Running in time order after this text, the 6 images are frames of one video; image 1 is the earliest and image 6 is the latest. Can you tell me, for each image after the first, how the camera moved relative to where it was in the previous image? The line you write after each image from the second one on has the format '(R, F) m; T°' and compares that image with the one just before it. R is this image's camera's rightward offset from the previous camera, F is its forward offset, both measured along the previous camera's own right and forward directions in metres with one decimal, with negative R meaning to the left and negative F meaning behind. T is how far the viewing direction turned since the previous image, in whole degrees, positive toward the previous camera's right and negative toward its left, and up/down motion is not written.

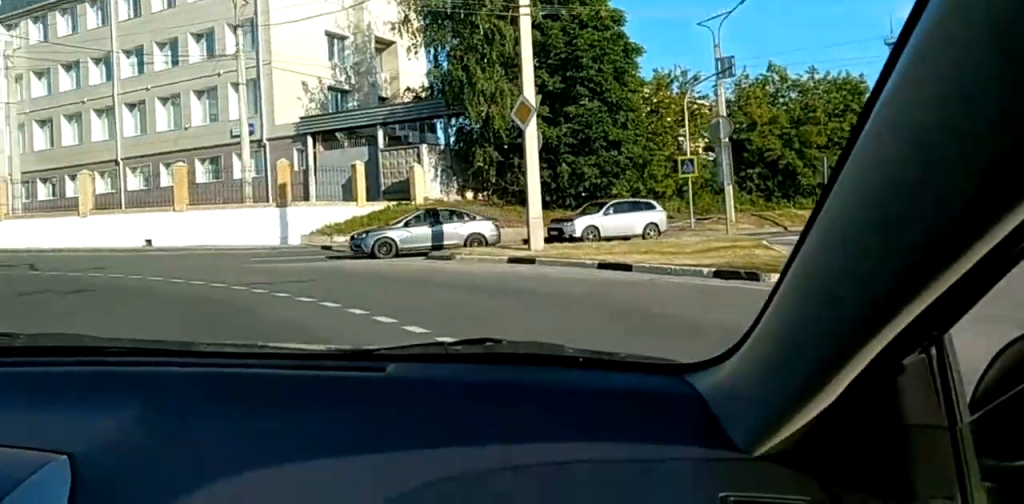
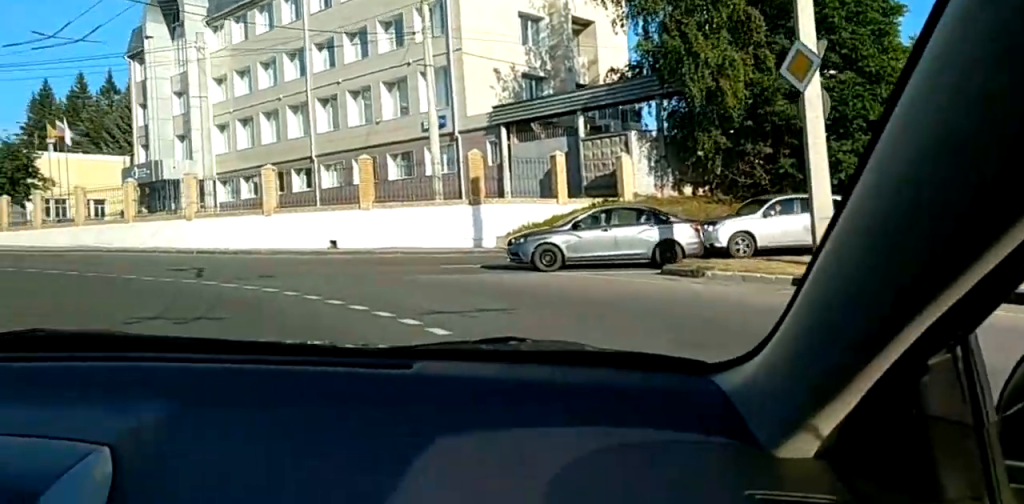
(-1.0, +6.0) m; -14°
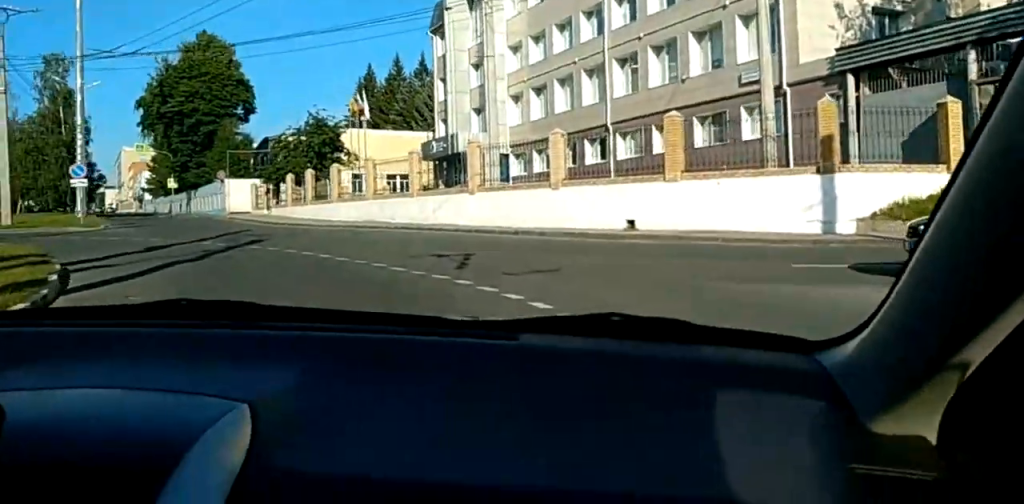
(-1.0, +6.6) m; -13°
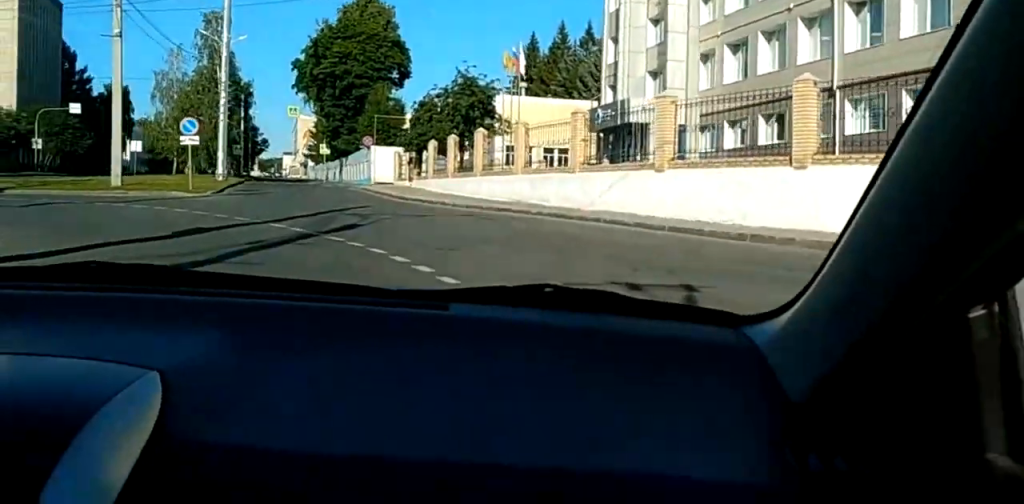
(-0.5, +8.1) m; -14°
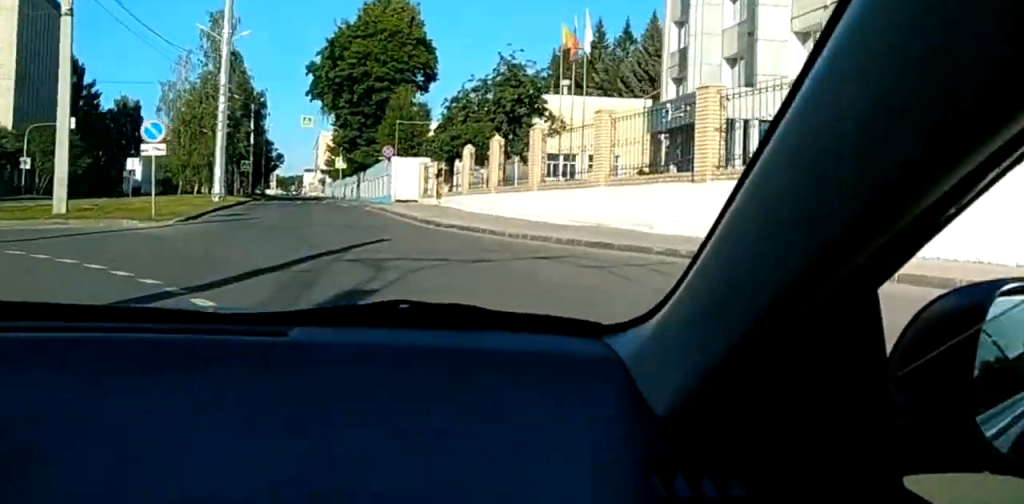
(-1.5, +7.9) m; -13°
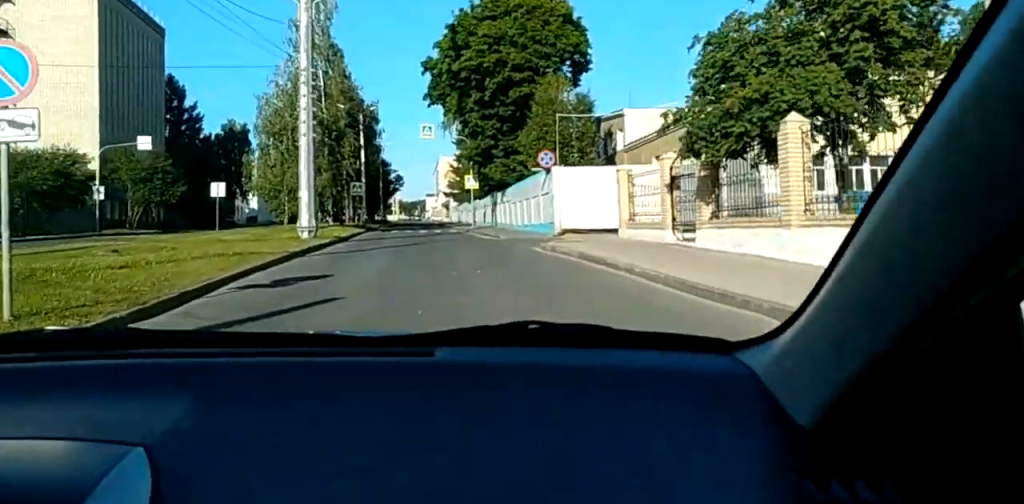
(-2.6, +17.0) m; -11°
